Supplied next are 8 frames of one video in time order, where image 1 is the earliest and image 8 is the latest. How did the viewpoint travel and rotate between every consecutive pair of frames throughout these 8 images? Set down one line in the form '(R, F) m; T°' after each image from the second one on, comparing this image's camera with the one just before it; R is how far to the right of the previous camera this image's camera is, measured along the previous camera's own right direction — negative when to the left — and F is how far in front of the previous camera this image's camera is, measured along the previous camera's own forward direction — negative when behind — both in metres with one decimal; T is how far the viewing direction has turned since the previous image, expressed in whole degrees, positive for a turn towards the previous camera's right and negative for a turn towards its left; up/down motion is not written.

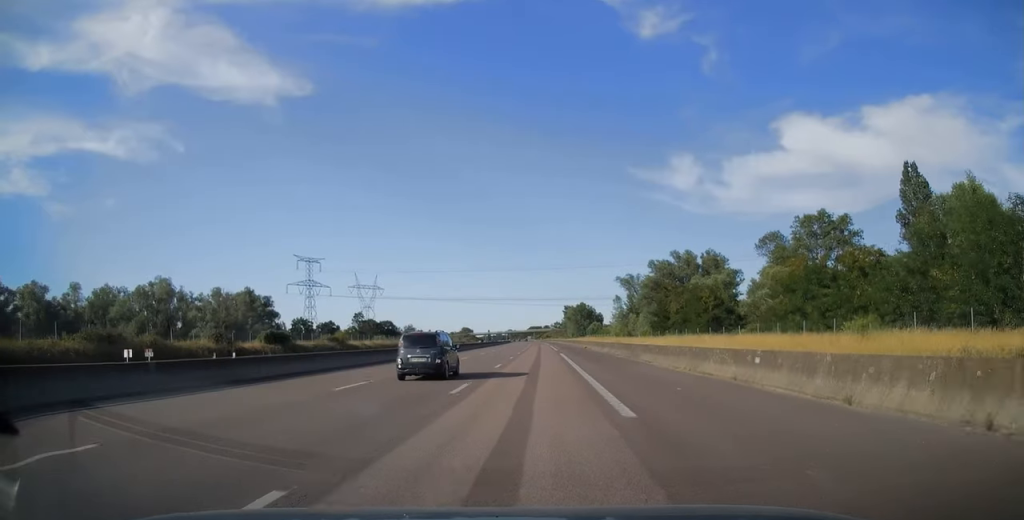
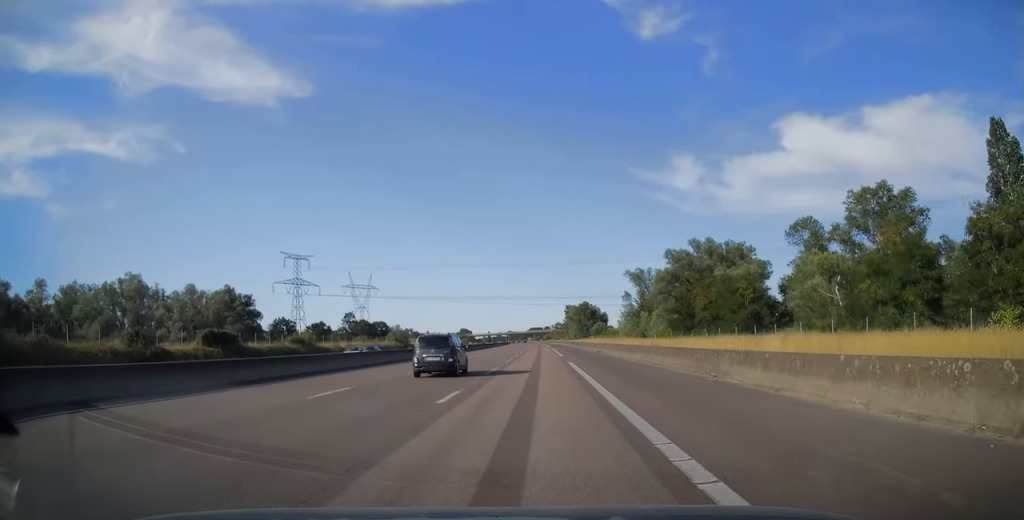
(0.0, +14.9) m; 0°
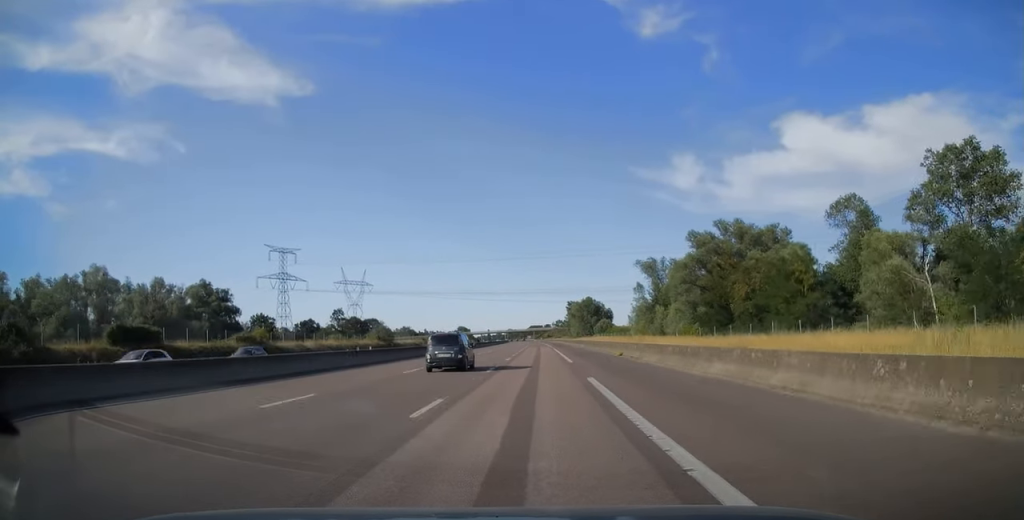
(0.0, +15.4) m; 0°
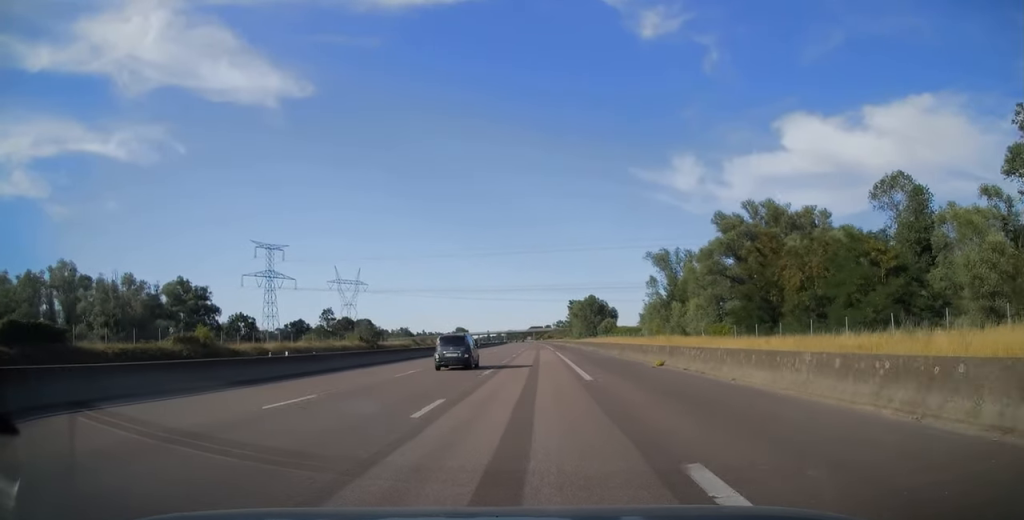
(0.0, +12.9) m; 0°
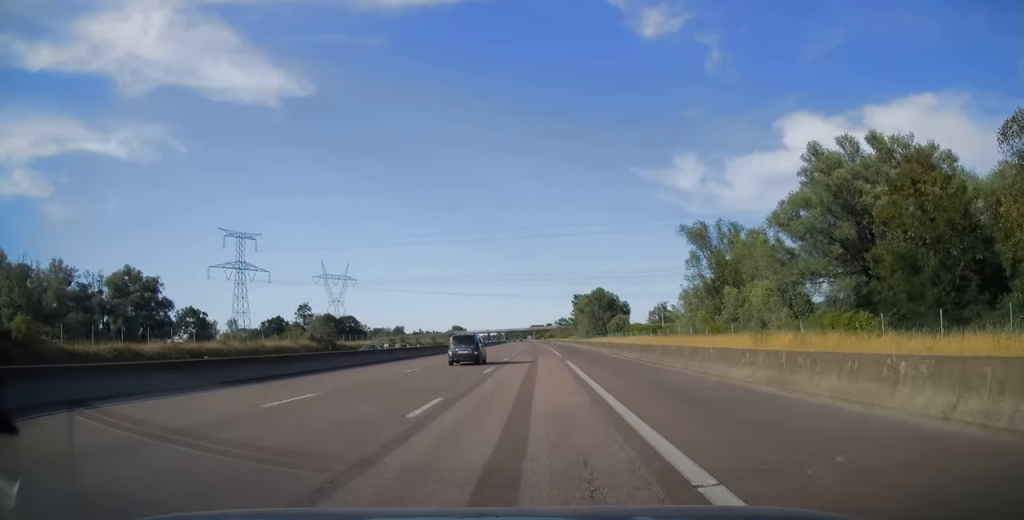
(0.0, +25.8) m; 0°
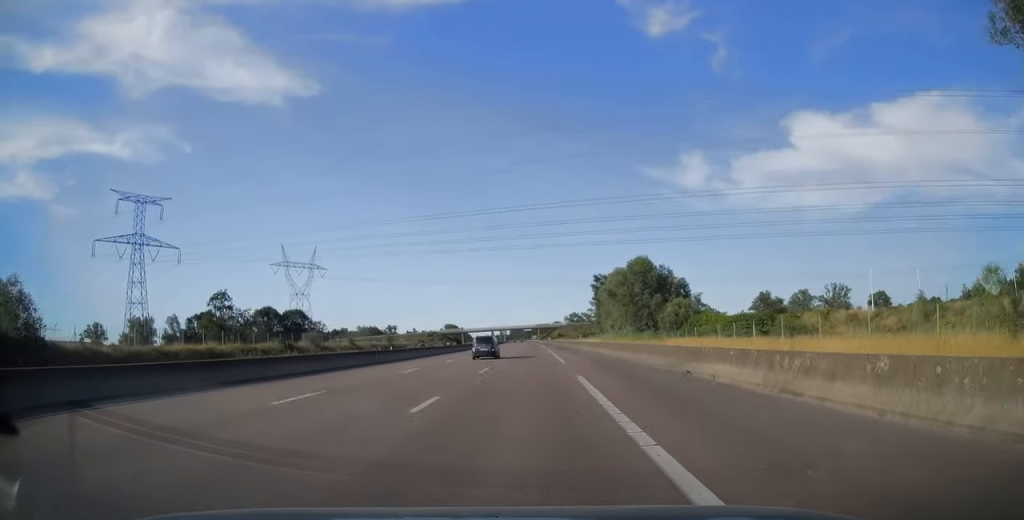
(-0.4, +63.9) m; 0°
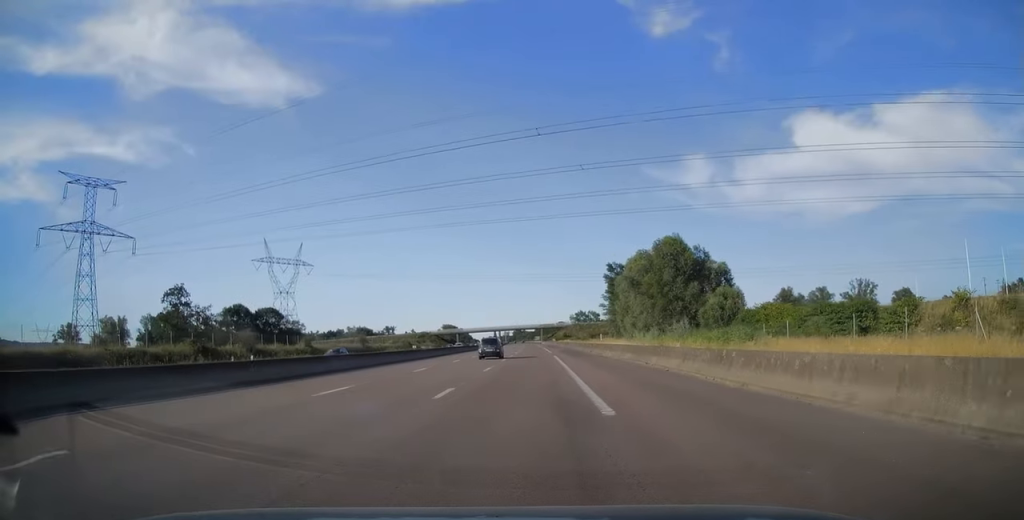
(+0.1, +22.6) m; 0°
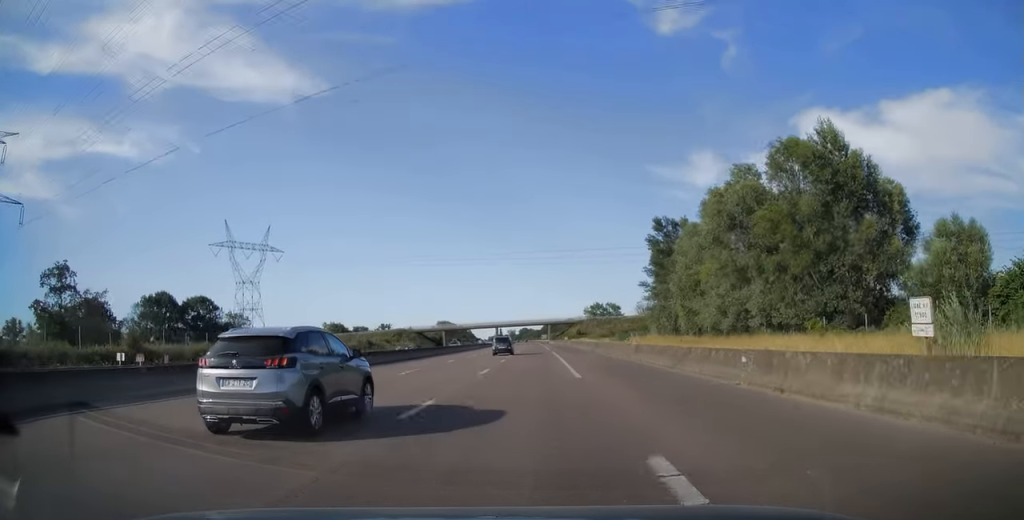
(-0.4, +42.7) m; -1°
